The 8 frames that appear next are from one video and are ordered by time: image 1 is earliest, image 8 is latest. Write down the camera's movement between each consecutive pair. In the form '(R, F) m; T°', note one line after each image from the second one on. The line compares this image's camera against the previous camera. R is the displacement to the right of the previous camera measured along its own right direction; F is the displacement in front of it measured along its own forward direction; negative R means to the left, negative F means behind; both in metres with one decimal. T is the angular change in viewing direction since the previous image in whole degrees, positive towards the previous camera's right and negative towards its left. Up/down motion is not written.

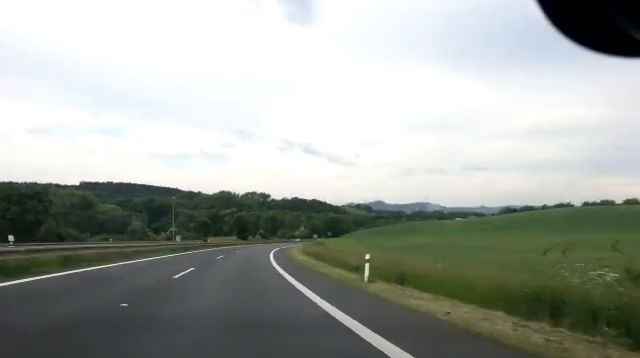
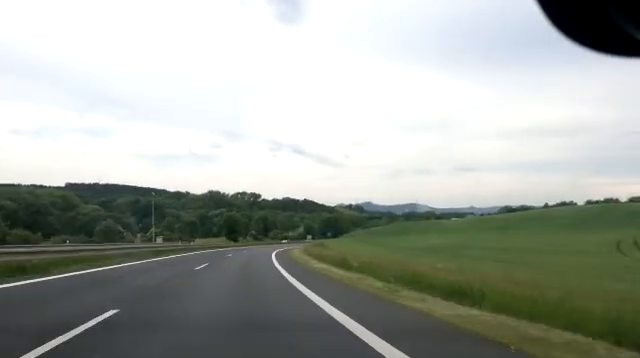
(-0.1, +12.9) m; +1°
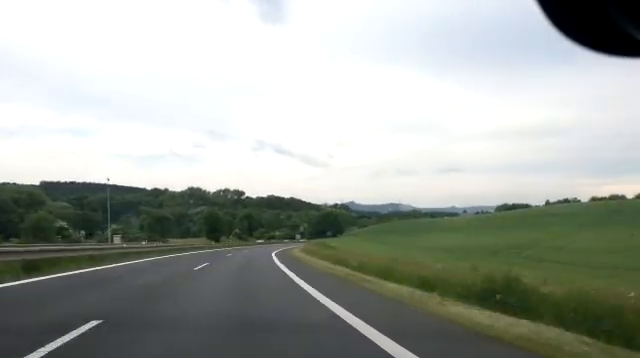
(+0.1, +19.8) m; +2°
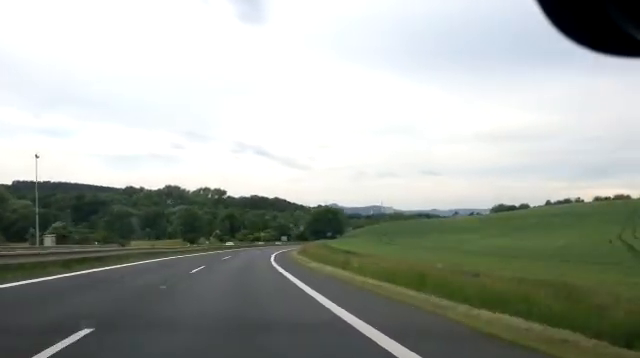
(+0.3, +19.1) m; +2°
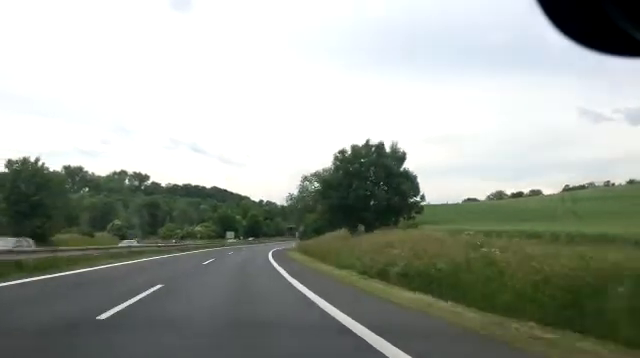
(+5.6, +68.3) m; +8°
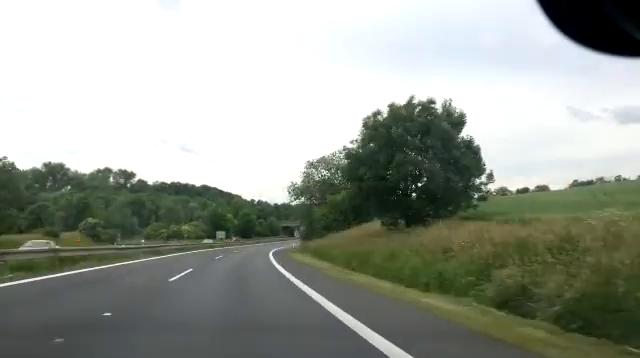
(+0.2, +11.9) m; +1°
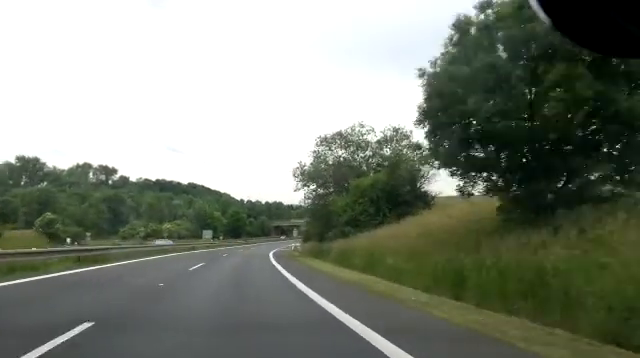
(0.0, +13.8) m; +1°
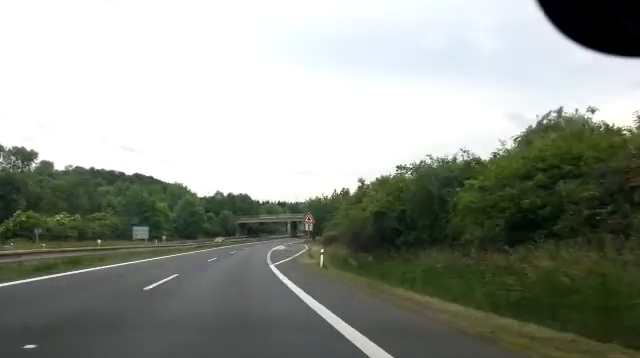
(+1.8, +45.5) m; +4°
